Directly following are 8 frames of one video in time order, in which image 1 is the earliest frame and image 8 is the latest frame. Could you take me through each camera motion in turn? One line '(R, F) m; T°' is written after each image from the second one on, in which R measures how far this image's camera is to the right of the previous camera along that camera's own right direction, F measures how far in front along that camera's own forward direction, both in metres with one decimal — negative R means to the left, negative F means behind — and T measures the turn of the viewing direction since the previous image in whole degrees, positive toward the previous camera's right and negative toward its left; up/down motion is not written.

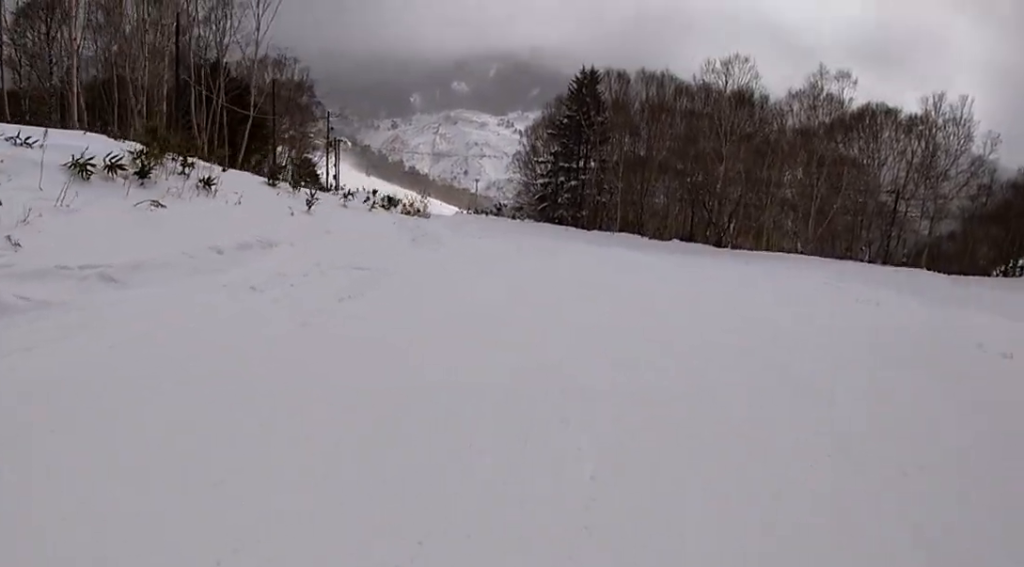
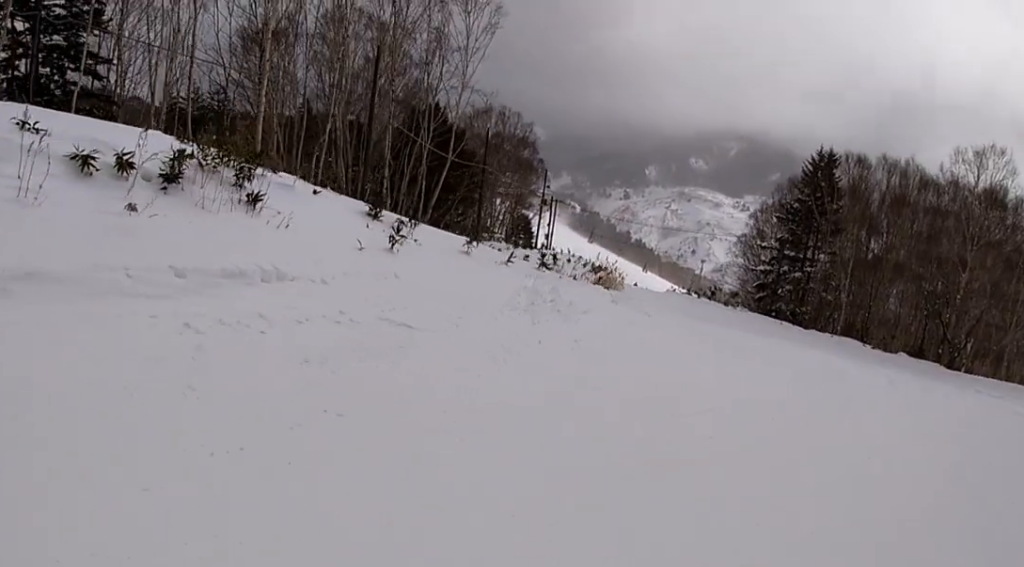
(-0.2, +3.4) m; -14°
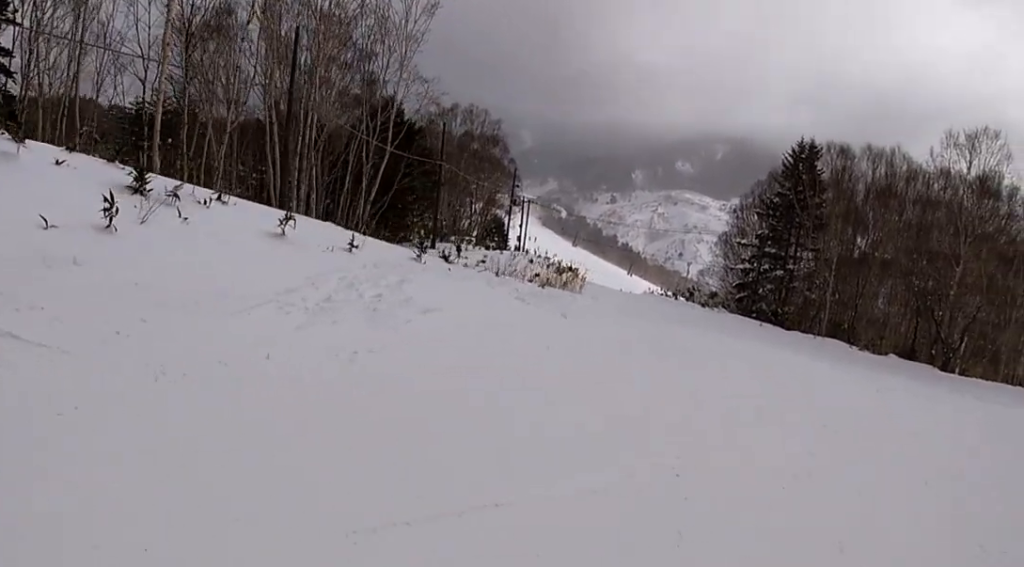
(-0.7, +4.0) m; -12°
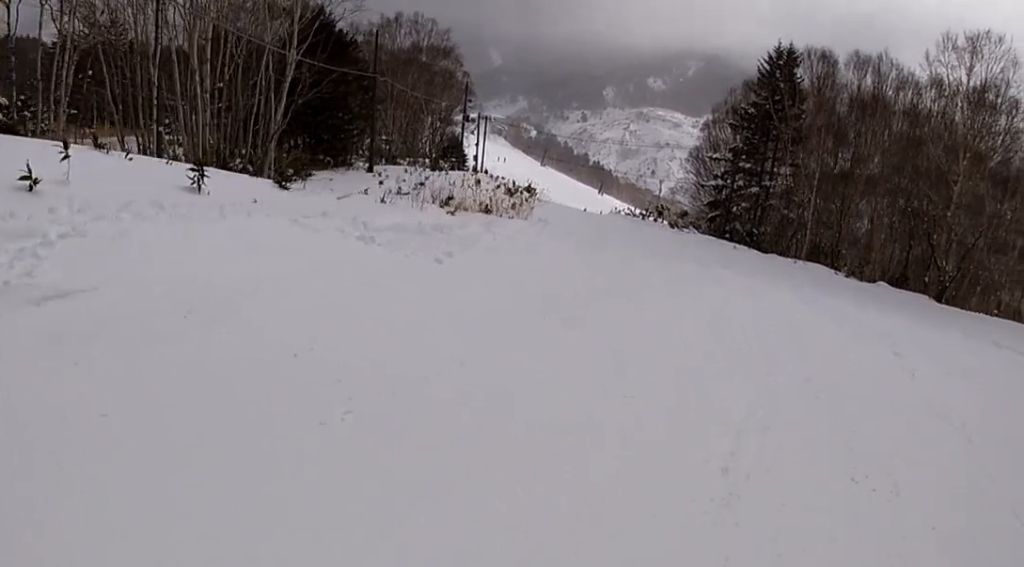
(-0.6, +5.1) m; -1°
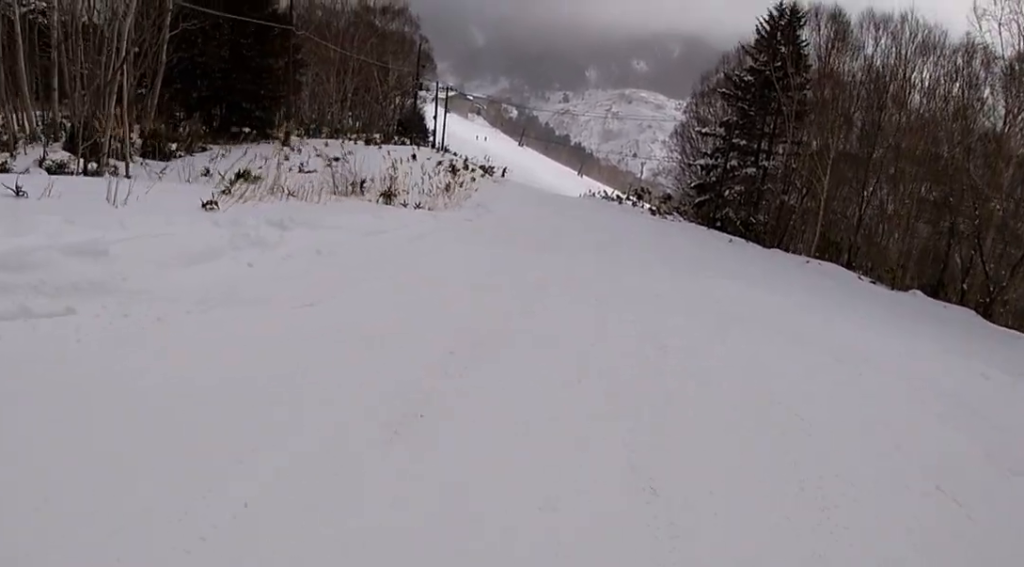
(+1.0, +9.4) m; -2°
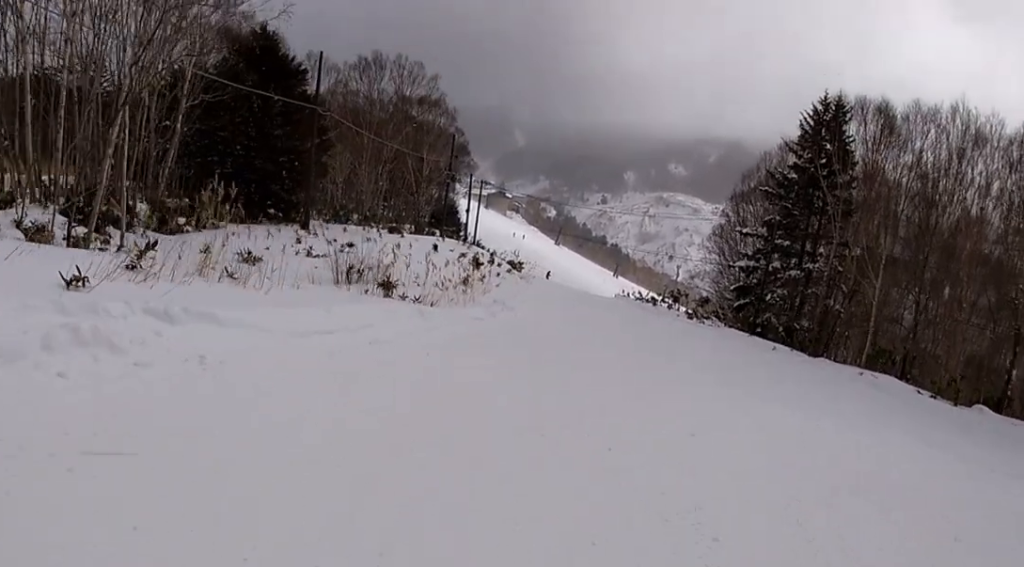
(-0.4, +3.0) m; -4°
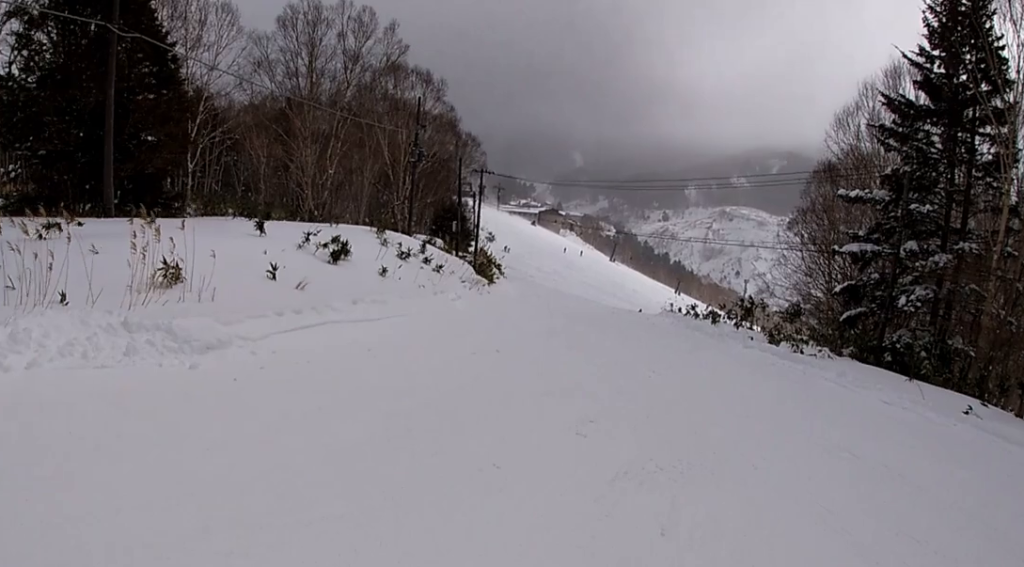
(+0.7, +17.3) m; +2°
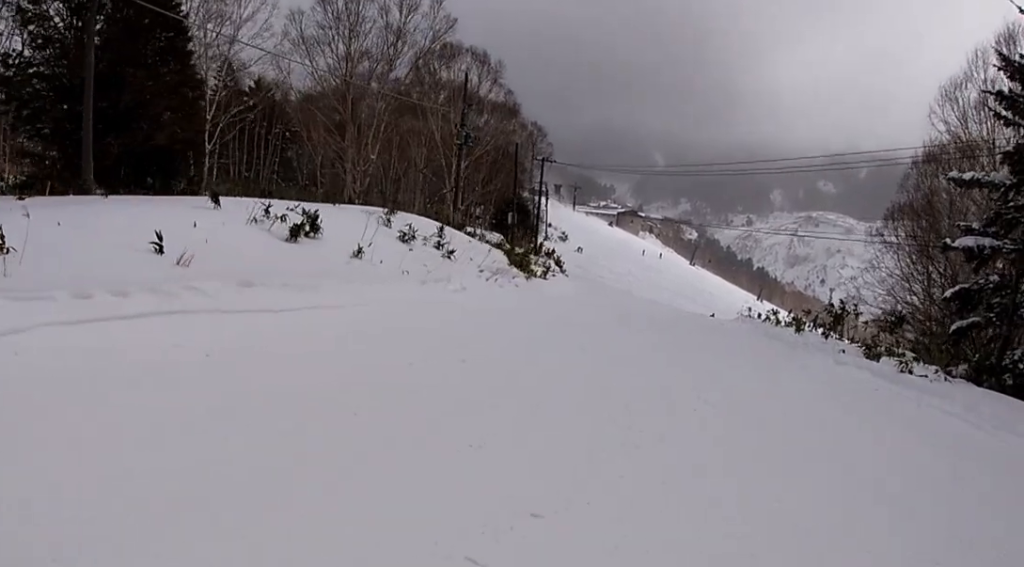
(-0.6, +4.0) m; -8°
